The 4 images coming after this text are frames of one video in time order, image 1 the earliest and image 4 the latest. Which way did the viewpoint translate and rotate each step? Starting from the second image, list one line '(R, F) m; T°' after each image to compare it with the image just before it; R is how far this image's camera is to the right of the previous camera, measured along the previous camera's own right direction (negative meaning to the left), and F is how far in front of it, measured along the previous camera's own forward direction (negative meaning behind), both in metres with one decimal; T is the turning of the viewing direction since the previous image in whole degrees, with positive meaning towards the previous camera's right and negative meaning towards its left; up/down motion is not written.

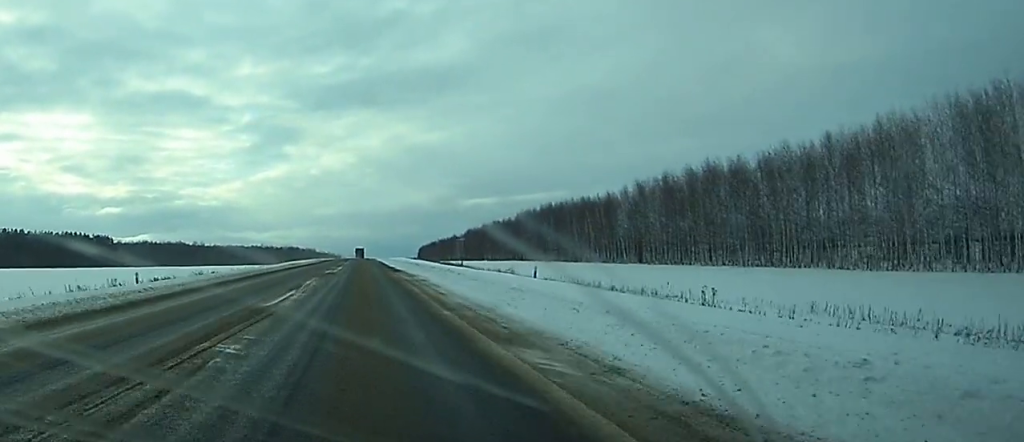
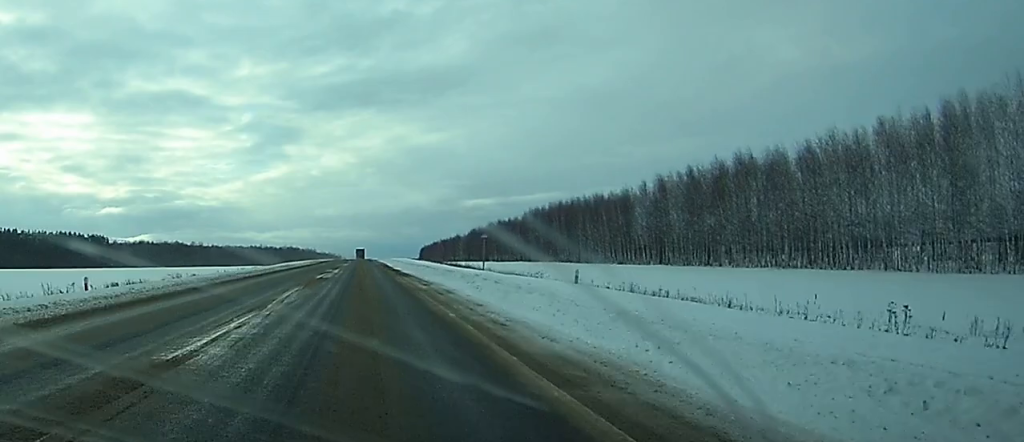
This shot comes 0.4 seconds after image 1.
(0.0, +10.2) m; 0°
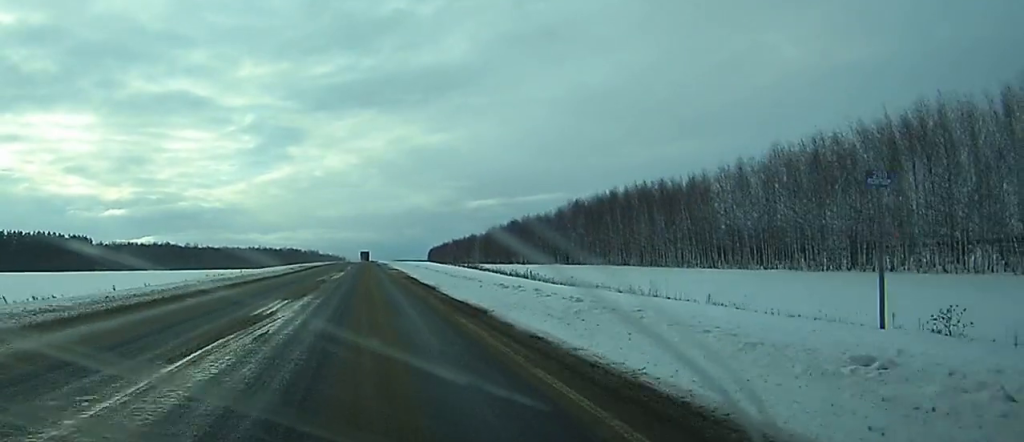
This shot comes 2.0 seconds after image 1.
(-0.2, +37.9) m; 0°
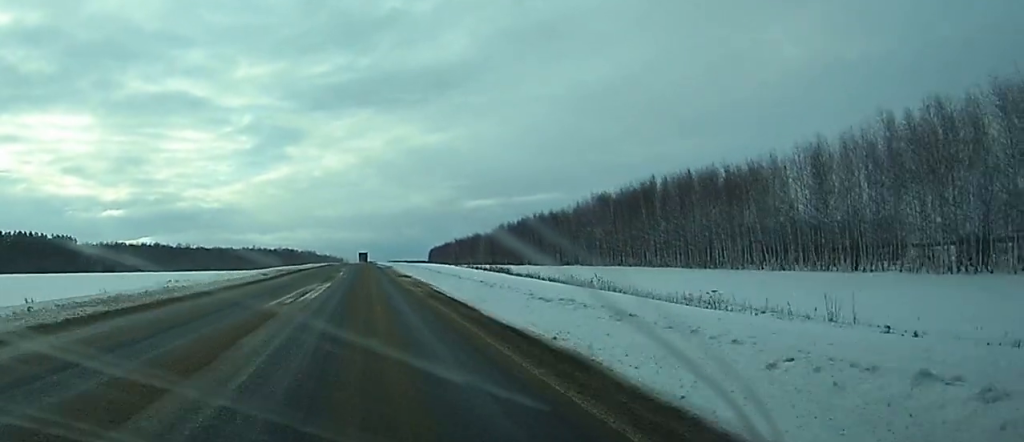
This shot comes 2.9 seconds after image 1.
(+0.1, +21.4) m; 0°
